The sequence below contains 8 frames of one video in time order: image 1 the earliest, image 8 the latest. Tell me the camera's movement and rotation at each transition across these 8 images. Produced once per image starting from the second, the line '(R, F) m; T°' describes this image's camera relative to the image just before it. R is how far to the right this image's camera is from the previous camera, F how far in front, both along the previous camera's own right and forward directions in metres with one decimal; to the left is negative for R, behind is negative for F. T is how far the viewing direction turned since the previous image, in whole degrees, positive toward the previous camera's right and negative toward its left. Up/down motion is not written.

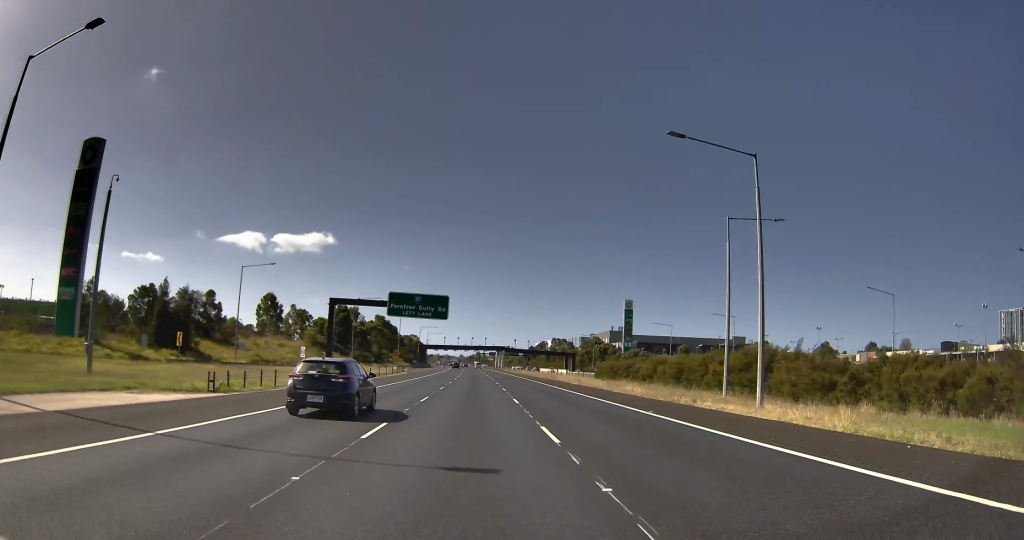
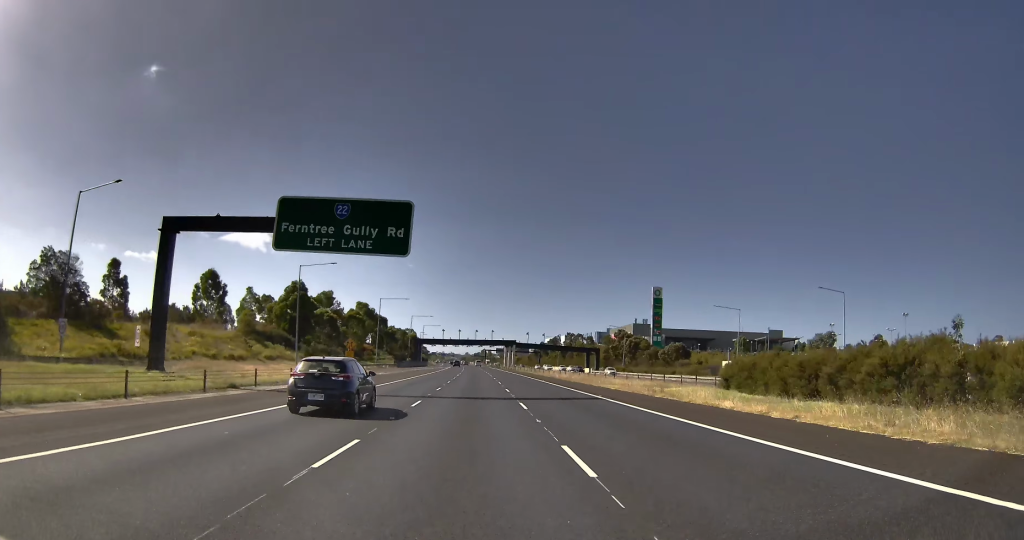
(+0.2, +49.4) m; +1°
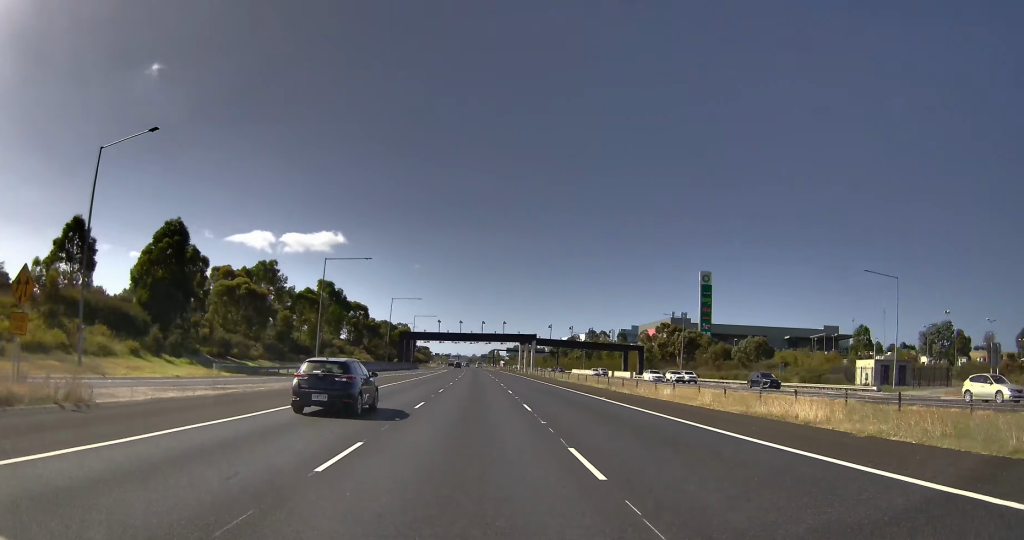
(+0.6, +52.0) m; 0°
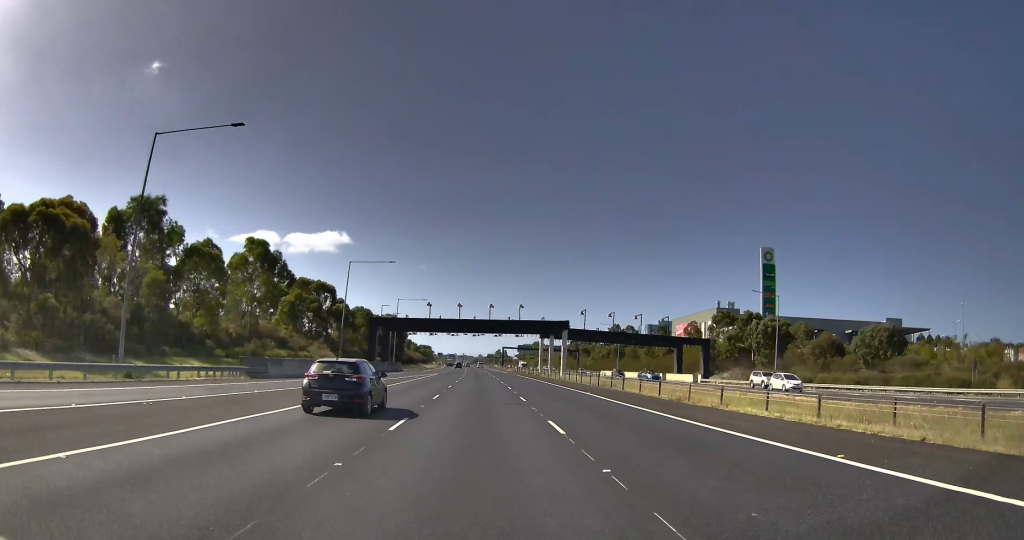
(+0.1, +43.2) m; +1°
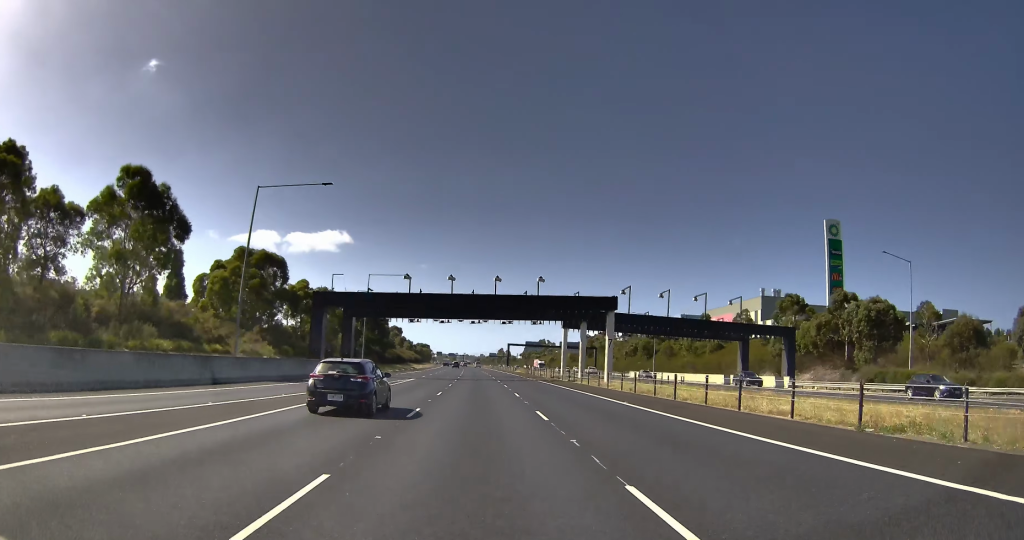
(+0.5, +32.1) m; +1°
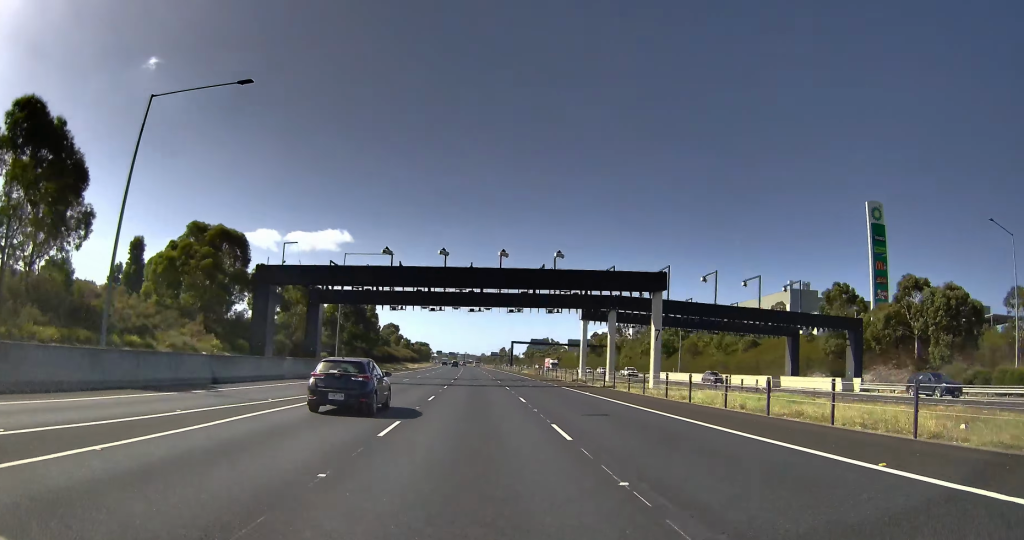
(0.0, +15.6) m; 0°
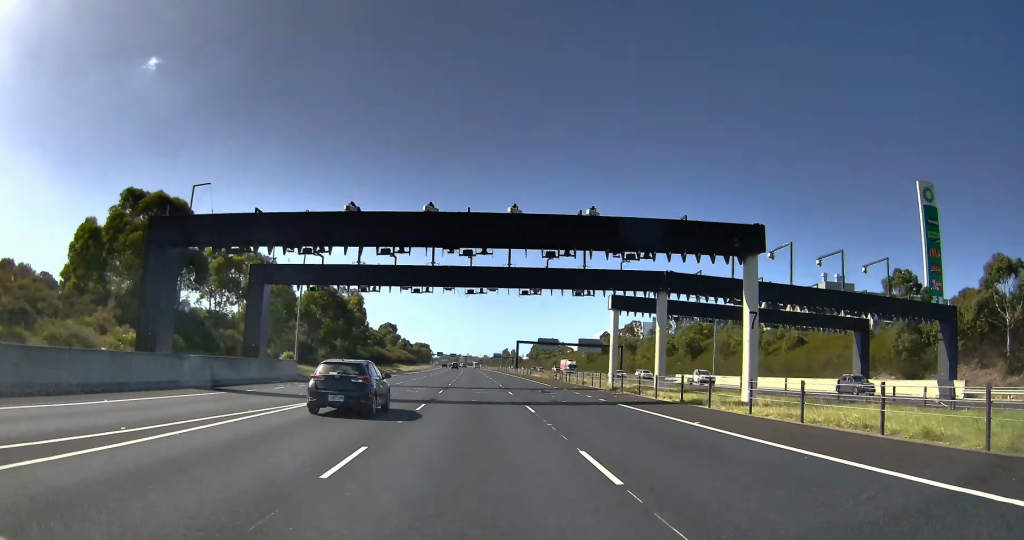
(+0.1, +14.8) m; -1°
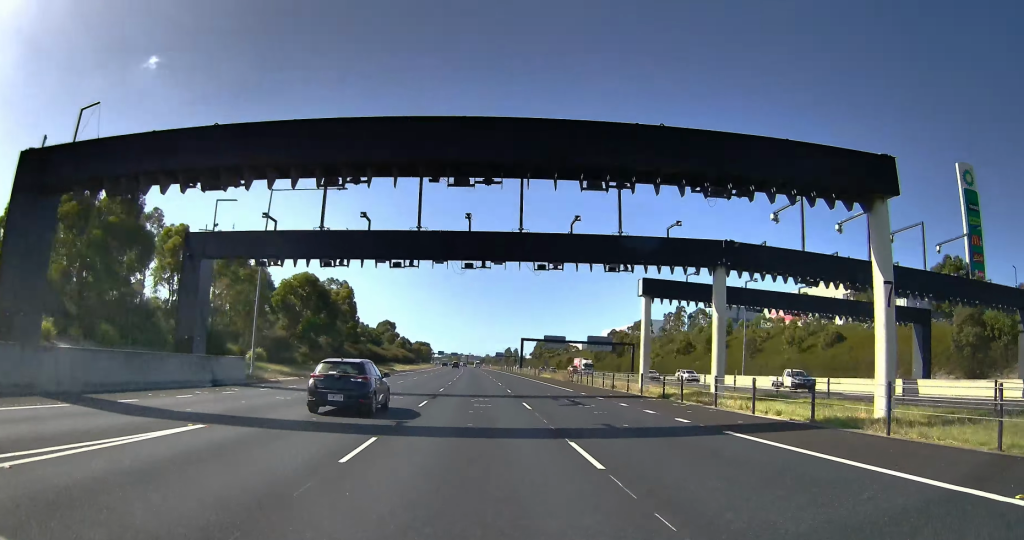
(+0.2, +9.8) m; 0°
